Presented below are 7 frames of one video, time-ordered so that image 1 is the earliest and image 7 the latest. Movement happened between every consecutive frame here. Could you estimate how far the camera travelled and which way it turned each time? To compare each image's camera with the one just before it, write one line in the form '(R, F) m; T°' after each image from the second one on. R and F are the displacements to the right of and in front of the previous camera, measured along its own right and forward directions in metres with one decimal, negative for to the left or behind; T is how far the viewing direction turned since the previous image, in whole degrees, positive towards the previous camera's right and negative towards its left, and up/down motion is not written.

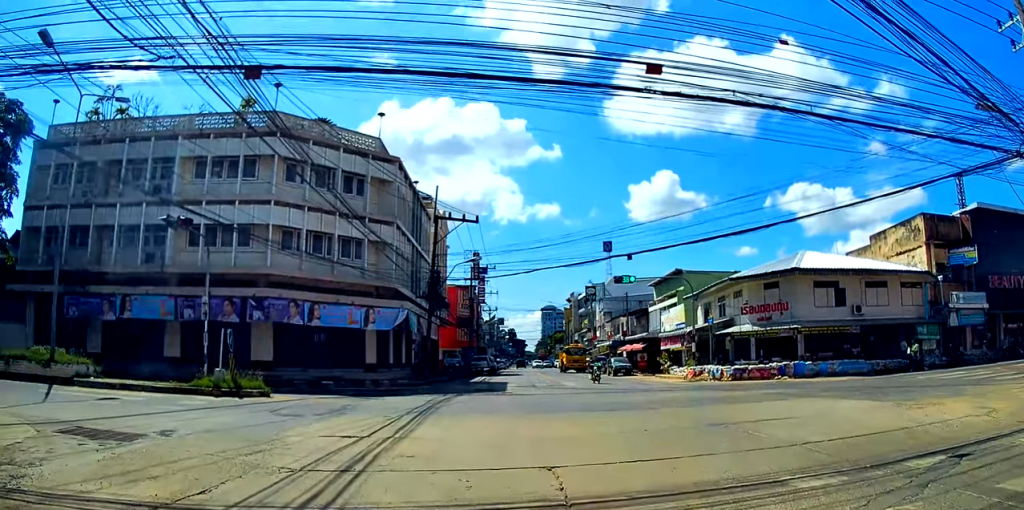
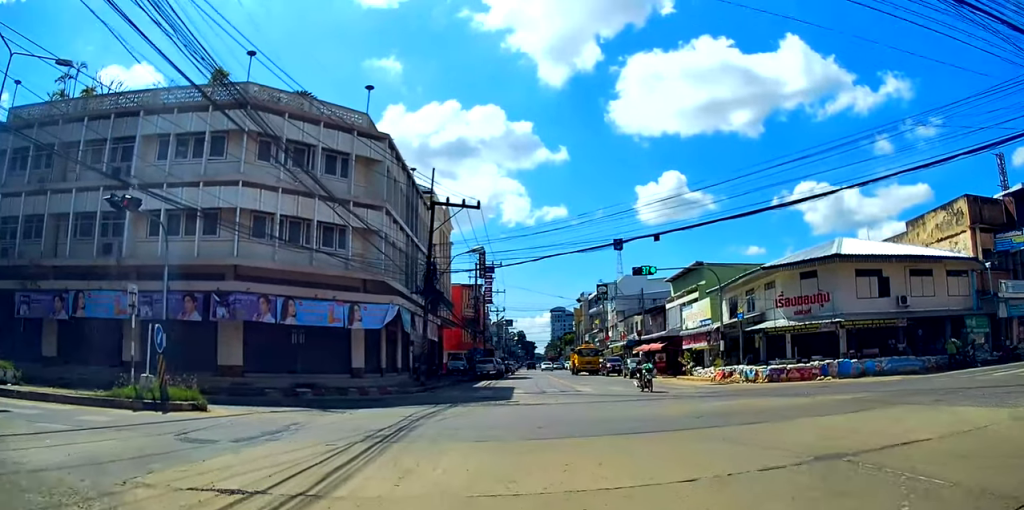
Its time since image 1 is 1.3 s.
(+0.3, +5.5) m; +4°
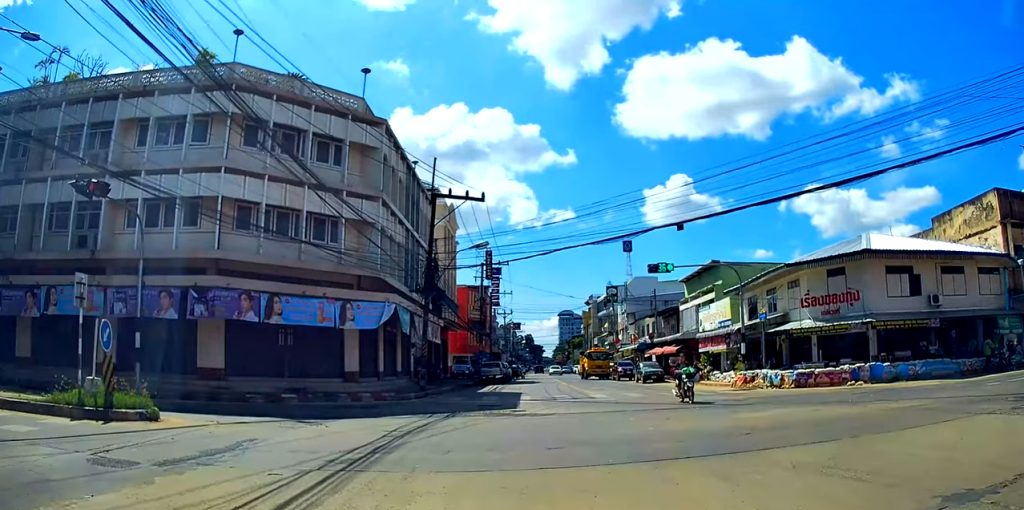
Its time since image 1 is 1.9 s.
(0.0, +2.9) m; -1°
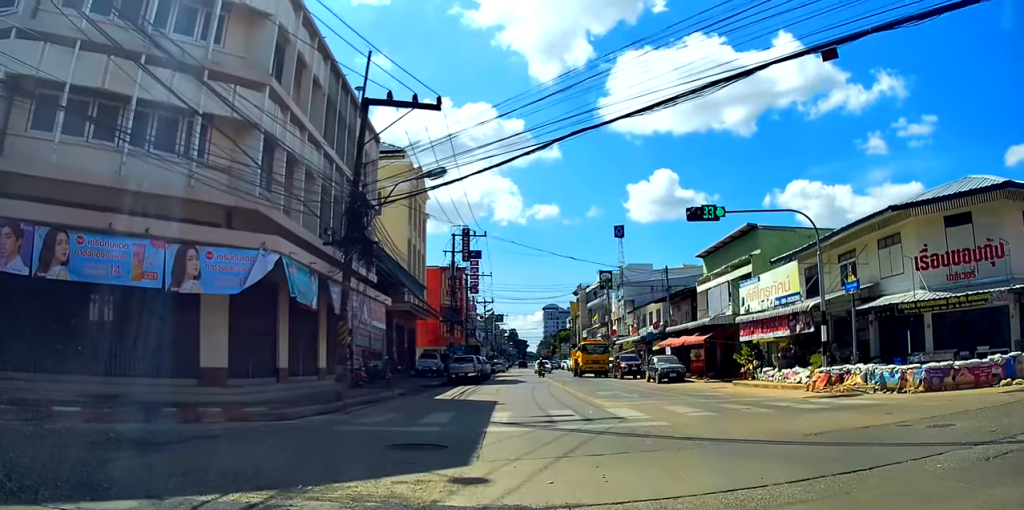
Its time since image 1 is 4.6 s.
(+0.4, +13.7) m; +4°
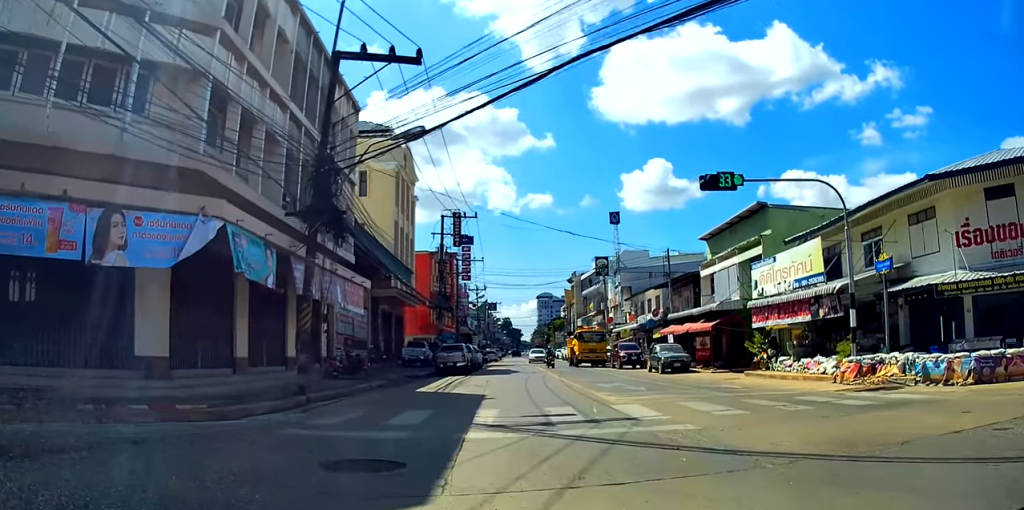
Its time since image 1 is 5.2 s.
(-0.1, +3.7) m; 0°
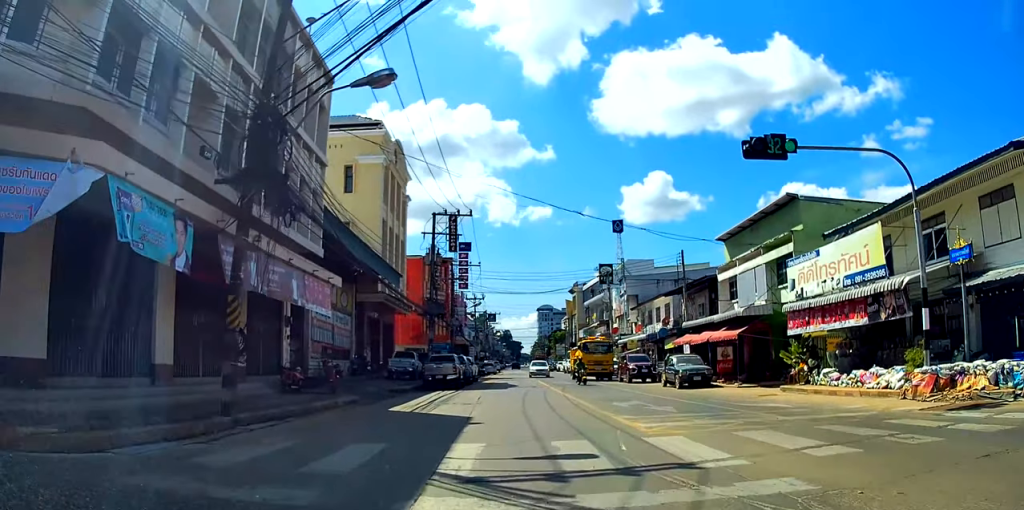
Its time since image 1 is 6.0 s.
(0.0, +5.5) m; 0°
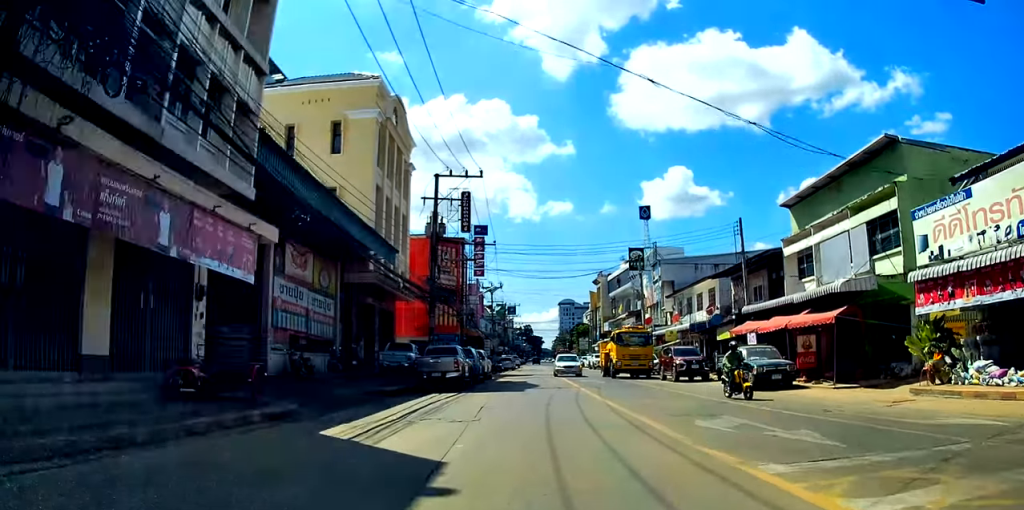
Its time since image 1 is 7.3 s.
(+0.1, +7.0) m; -1°
